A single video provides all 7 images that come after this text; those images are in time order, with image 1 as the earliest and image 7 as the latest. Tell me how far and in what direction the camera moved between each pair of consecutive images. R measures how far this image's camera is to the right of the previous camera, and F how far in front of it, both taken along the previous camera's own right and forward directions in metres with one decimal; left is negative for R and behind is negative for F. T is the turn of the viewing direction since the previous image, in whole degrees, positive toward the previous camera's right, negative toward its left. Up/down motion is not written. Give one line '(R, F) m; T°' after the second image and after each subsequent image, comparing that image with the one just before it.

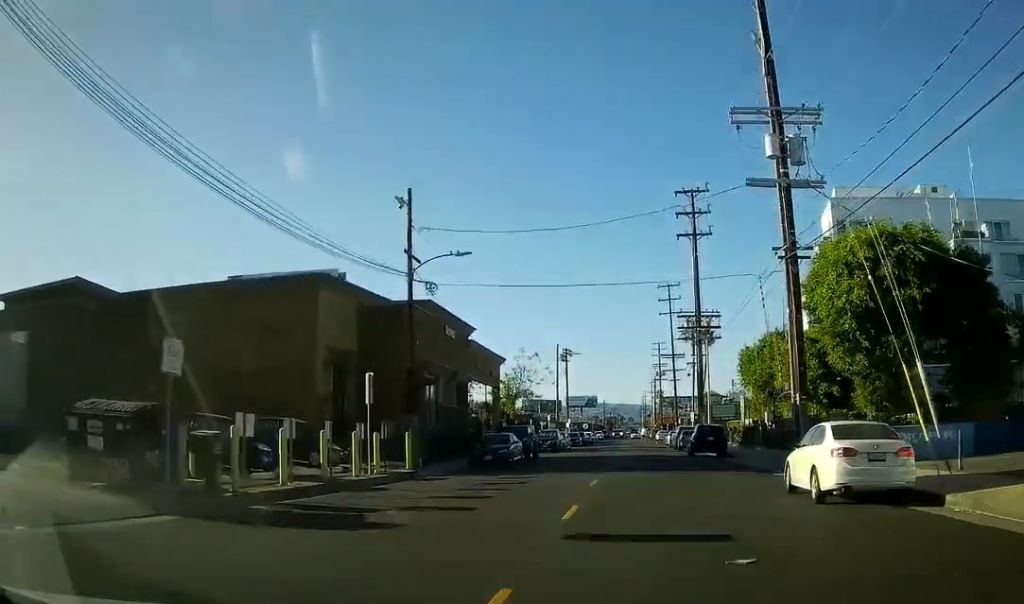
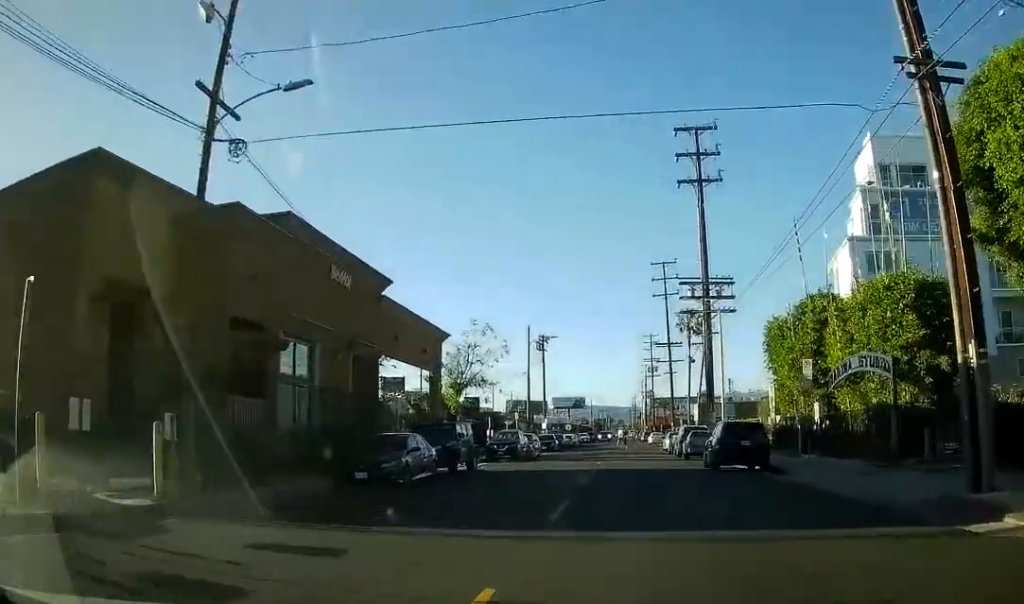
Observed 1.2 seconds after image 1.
(-0.1, +15.7) m; 0°
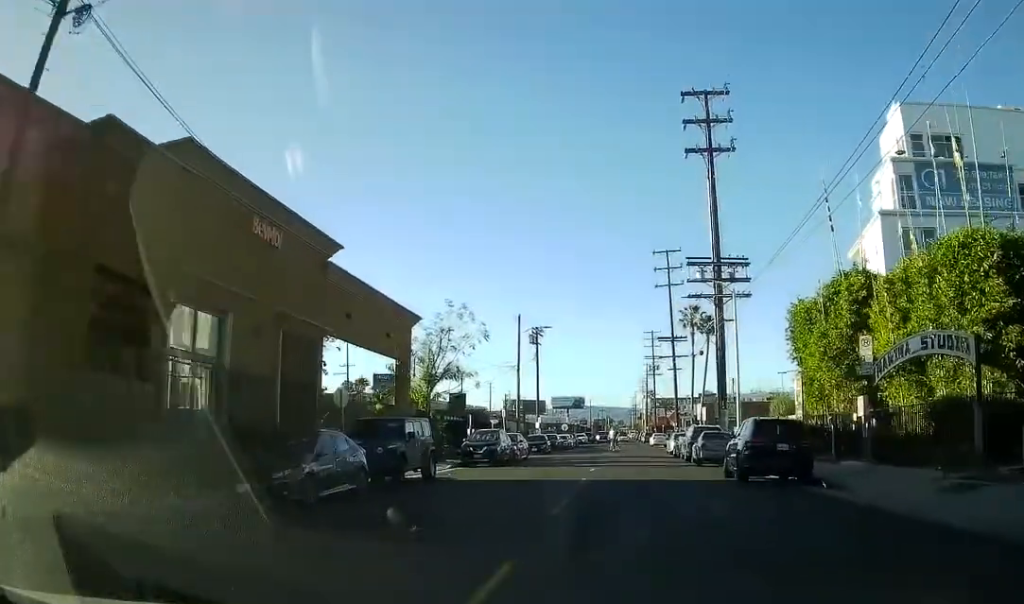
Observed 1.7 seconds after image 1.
(0.0, +6.3) m; 0°
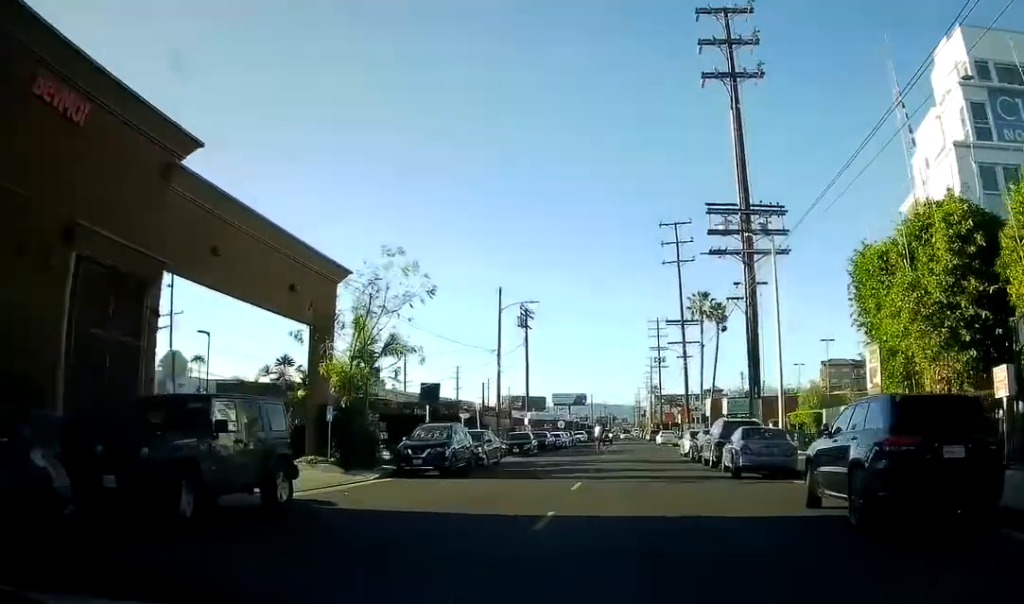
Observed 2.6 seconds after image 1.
(+0.1, +10.6) m; -1°
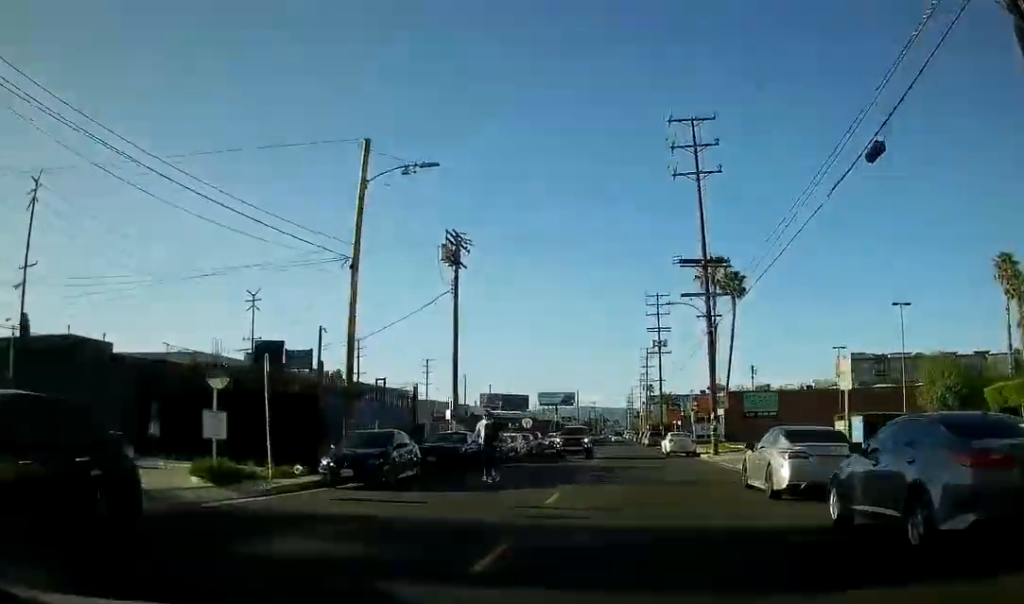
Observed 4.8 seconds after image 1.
(+0.2, +25.4) m; +2°
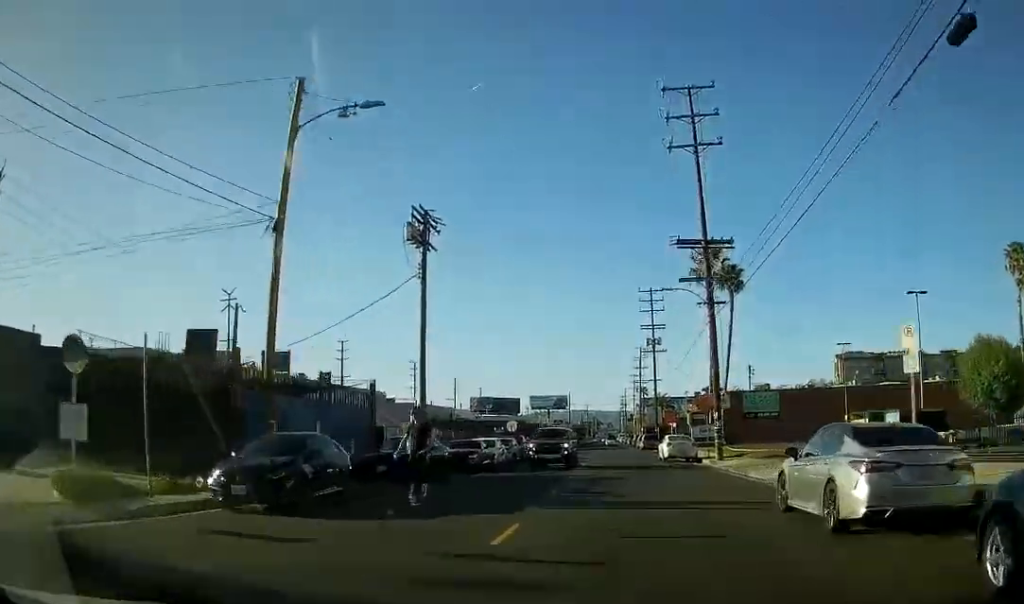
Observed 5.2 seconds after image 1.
(0.0, +4.4) m; 0°
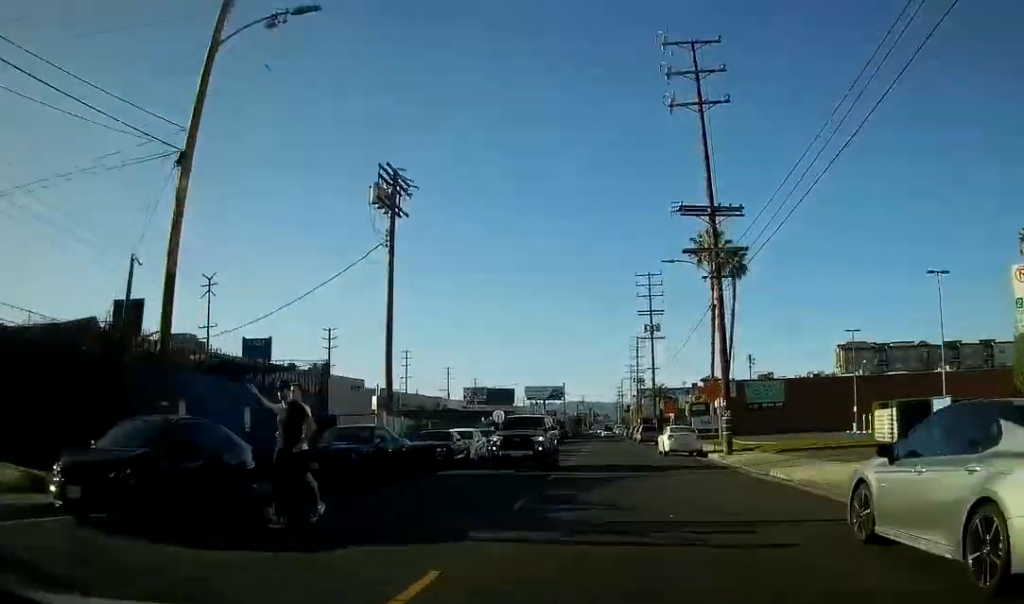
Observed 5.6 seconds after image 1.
(0.0, +4.8) m; 0°
